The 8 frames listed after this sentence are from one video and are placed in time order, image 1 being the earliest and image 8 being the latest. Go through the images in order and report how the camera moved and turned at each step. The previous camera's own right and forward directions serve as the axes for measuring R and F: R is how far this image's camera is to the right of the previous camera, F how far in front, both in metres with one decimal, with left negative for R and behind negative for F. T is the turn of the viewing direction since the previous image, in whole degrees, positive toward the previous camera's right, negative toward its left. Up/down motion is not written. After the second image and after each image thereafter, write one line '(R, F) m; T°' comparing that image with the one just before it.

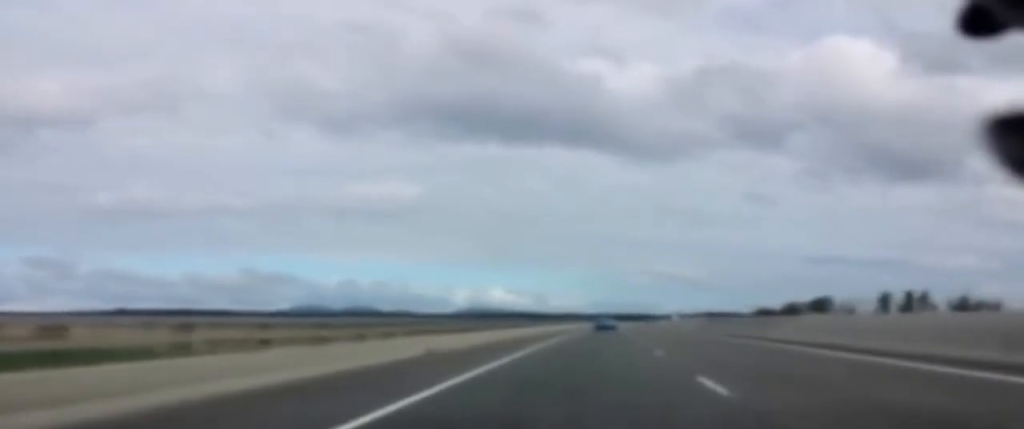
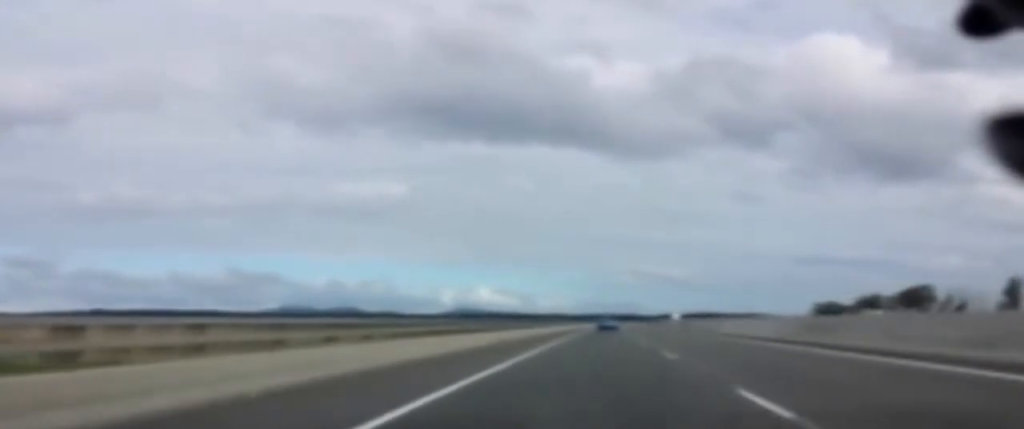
(0.0, +63.1) m; 0°
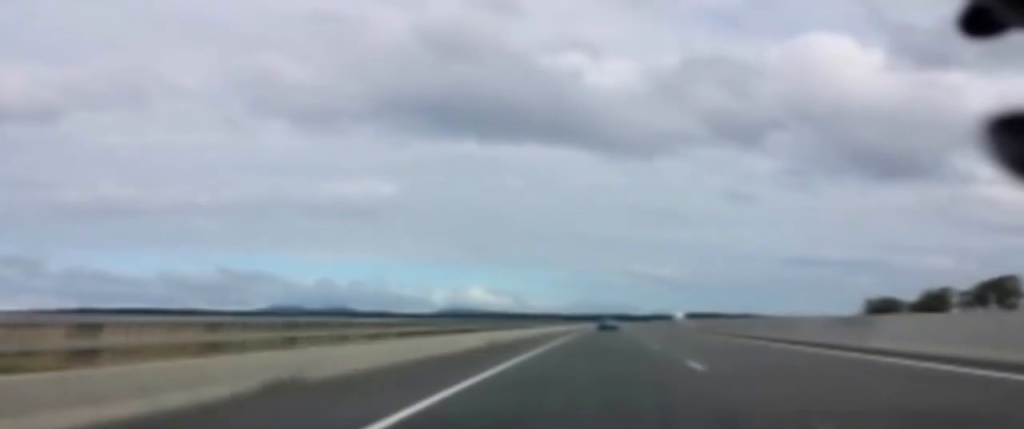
(+0.1, +28.5) m; 0°
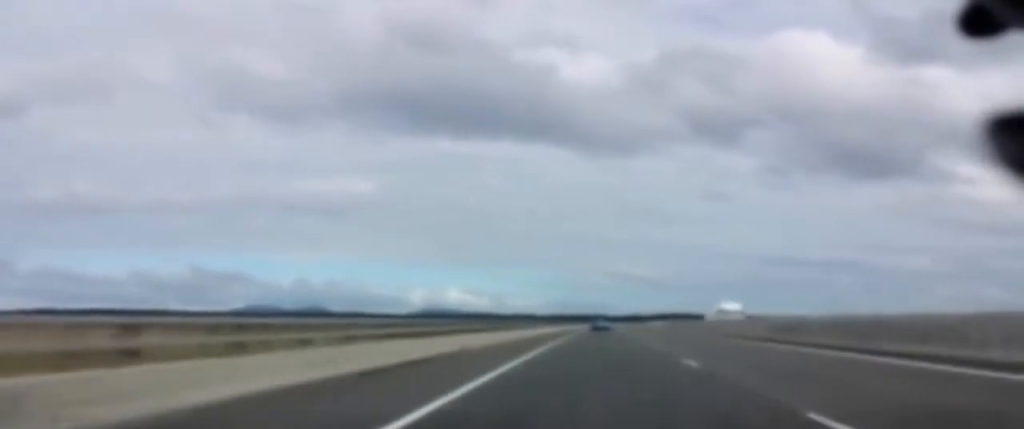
(0.0, +71.0) m; +1°
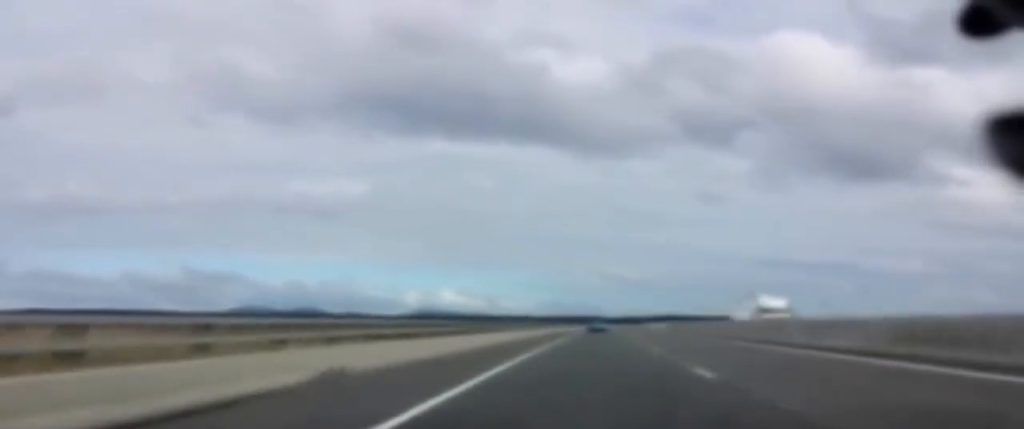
(+0.2, +15.2) m; 0°
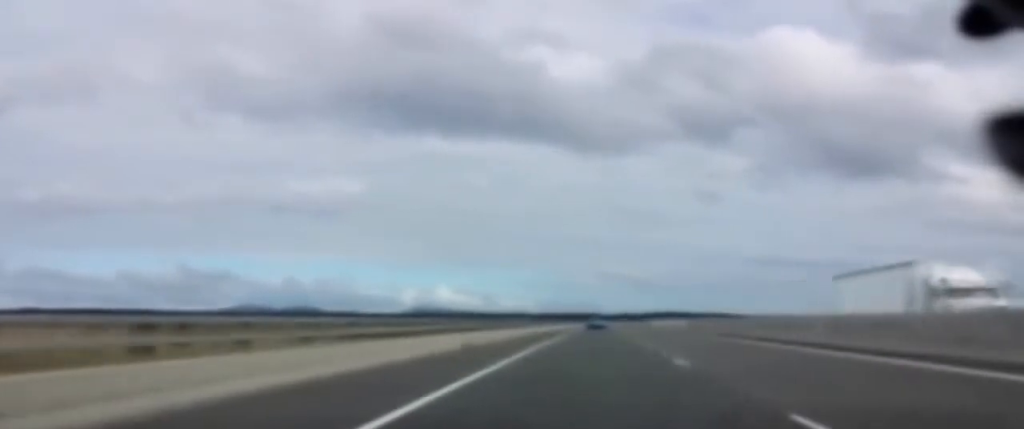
(0.0, +21.2) m; +1°
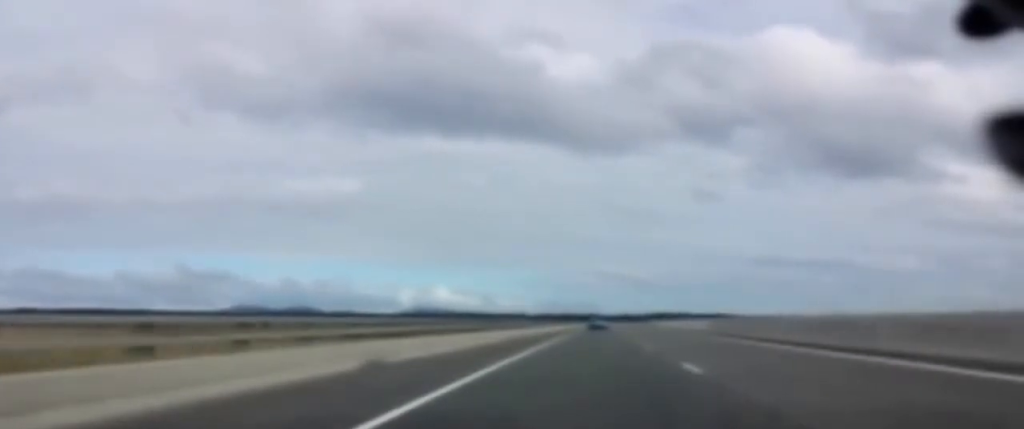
(-0.1, +14.2) m; 0°
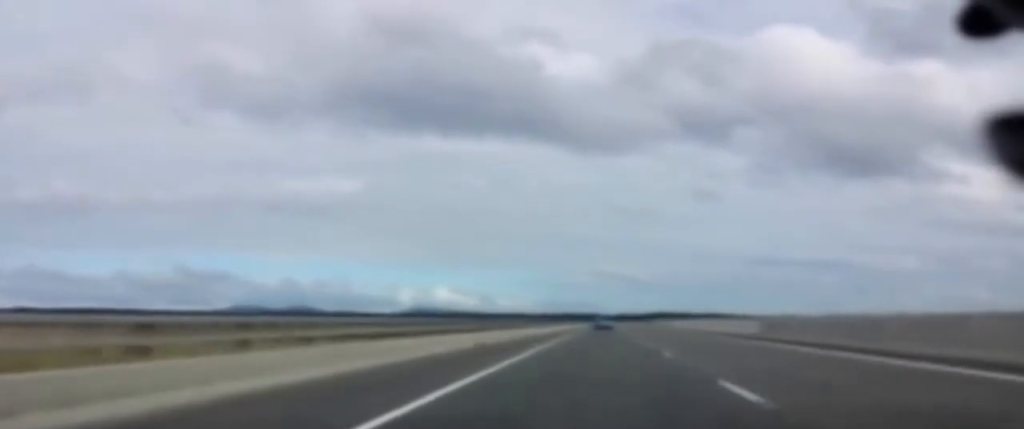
(+0.3, +17.2) m; +1°
